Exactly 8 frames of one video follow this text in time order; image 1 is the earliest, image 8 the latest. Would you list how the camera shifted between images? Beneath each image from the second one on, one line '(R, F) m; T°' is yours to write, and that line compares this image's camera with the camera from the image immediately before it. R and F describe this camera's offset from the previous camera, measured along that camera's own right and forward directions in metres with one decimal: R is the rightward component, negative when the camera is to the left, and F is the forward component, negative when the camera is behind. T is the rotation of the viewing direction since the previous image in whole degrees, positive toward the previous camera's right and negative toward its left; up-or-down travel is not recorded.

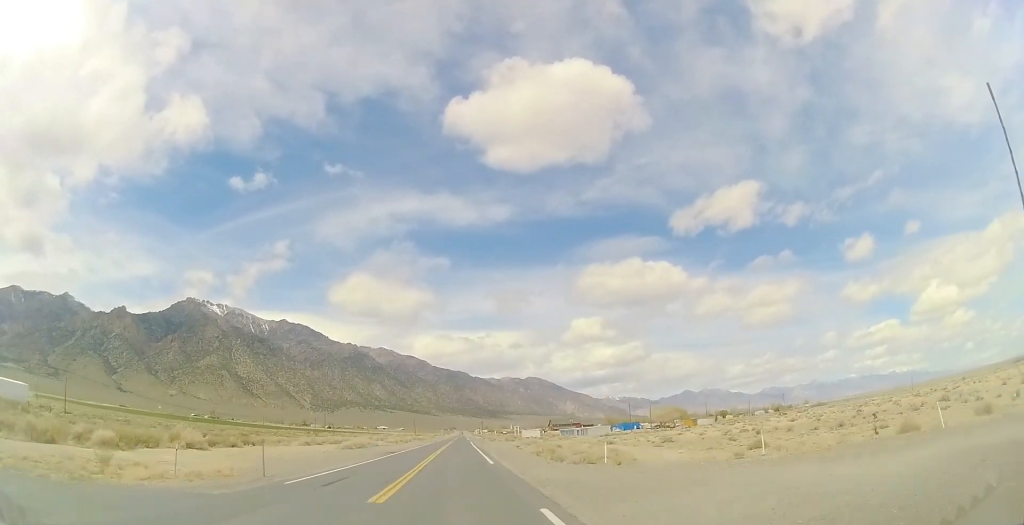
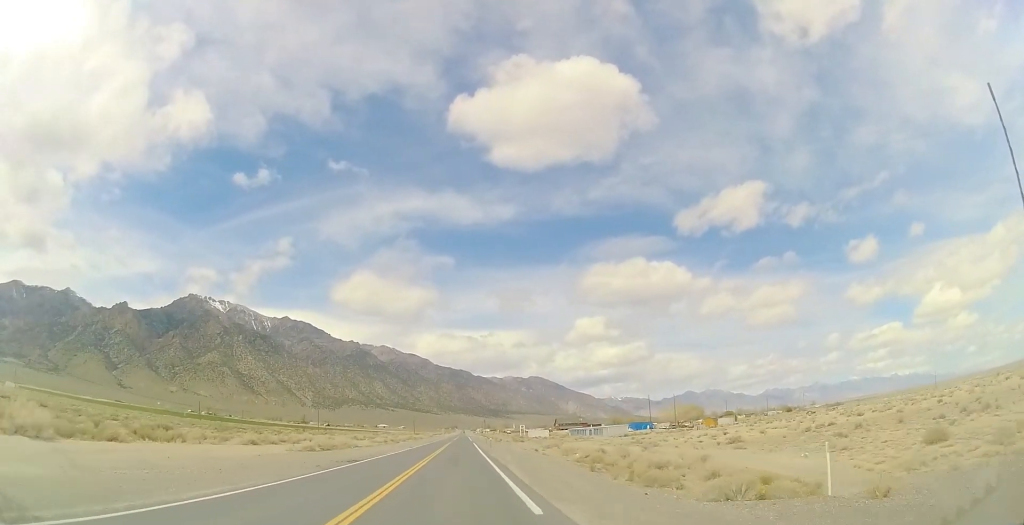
(-0.1, +17.5) m; +1°
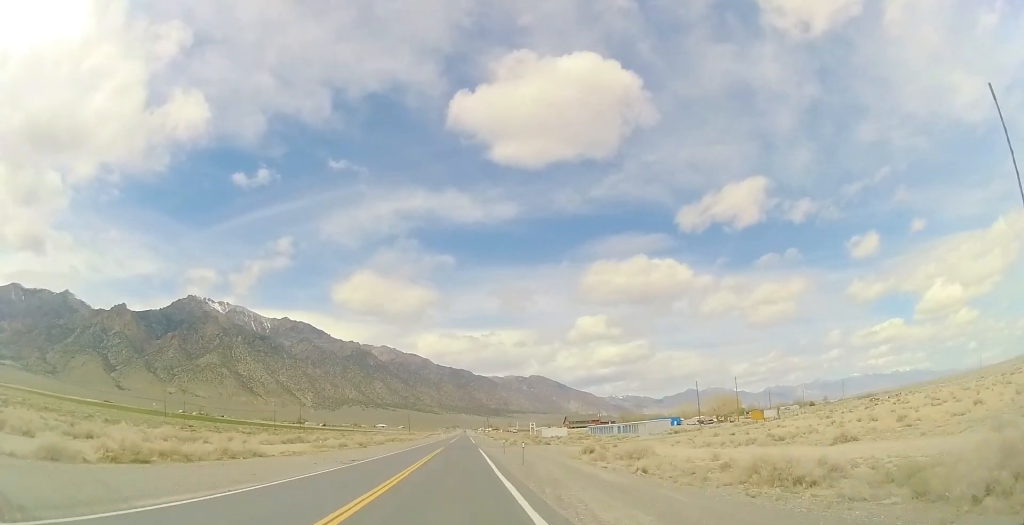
(+0.2, +33.6) m; 0°
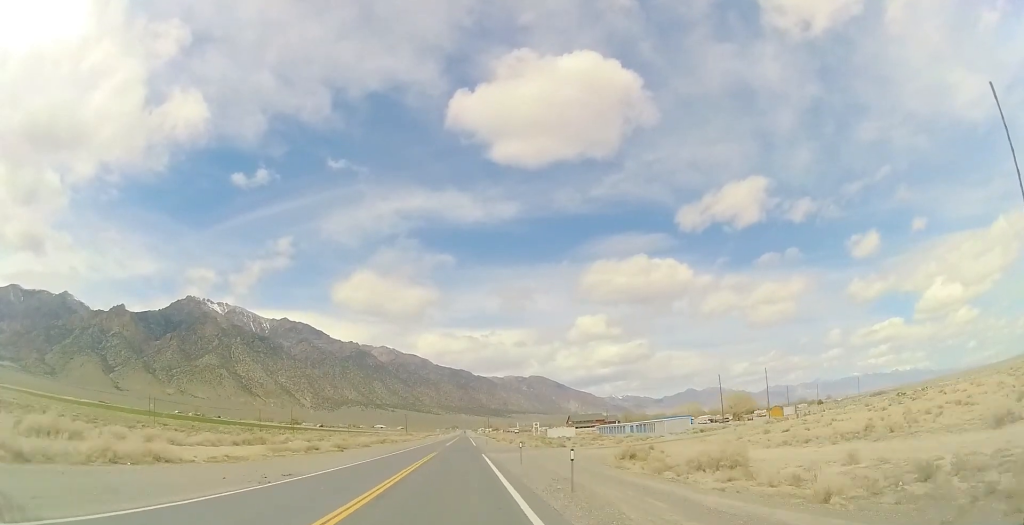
(-0.3, +12.3) m; +1°
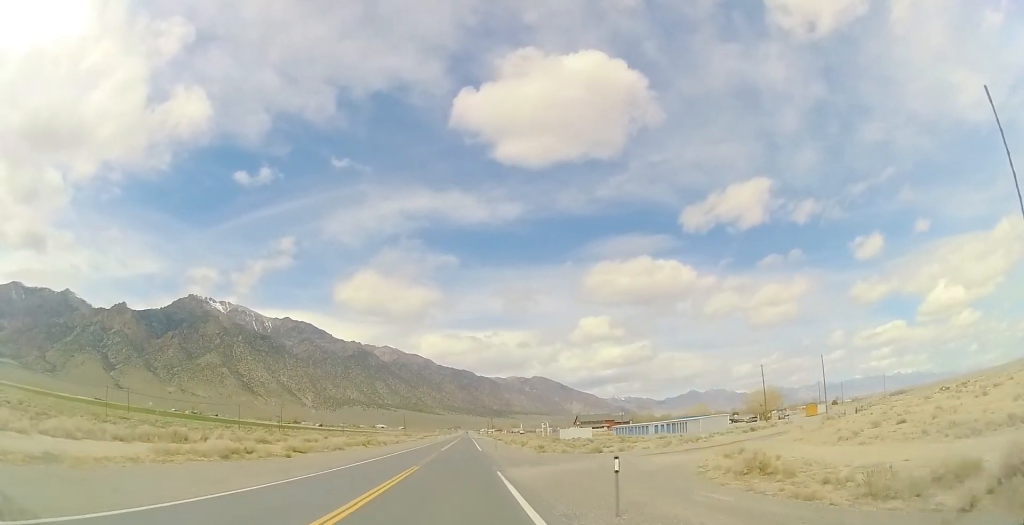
(+0.9, +17.2) m; 0°
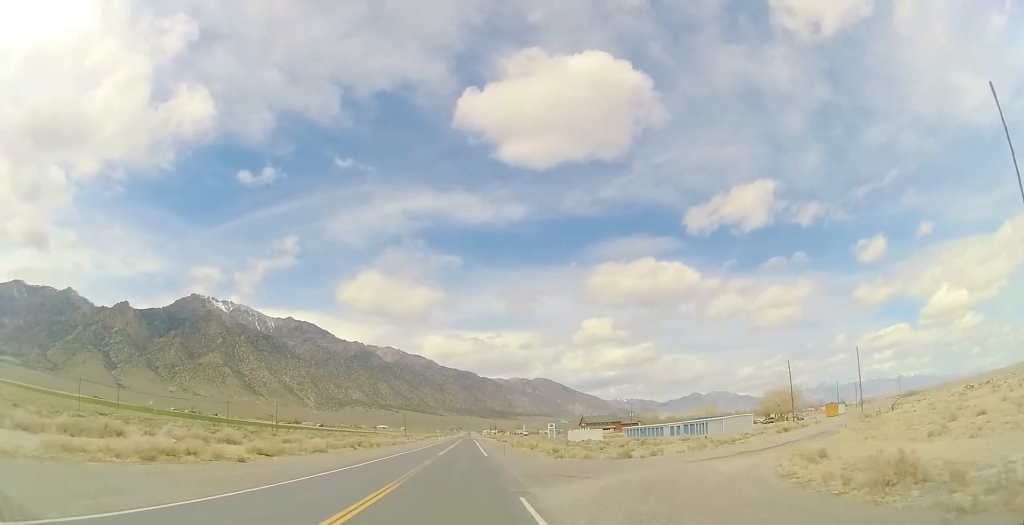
(-0.5, +8.4) m; -1°
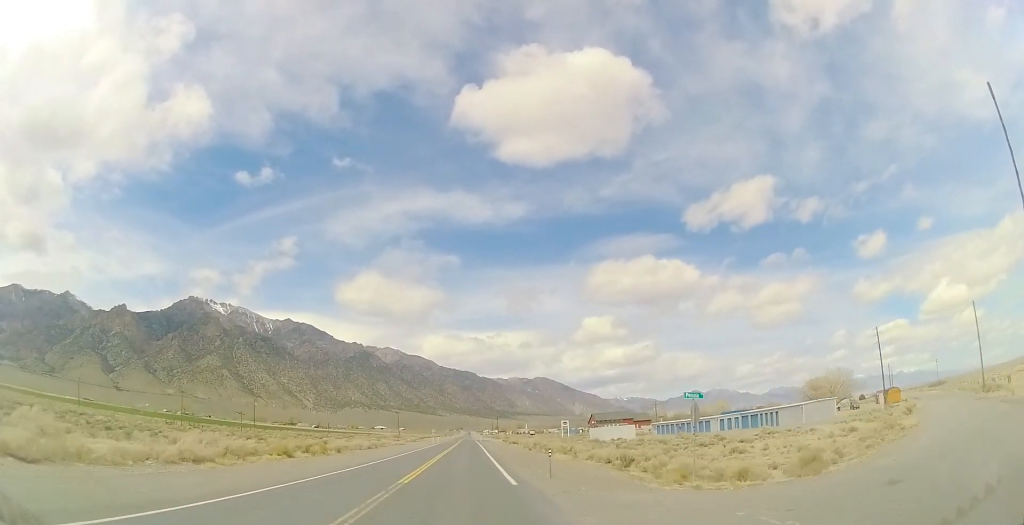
(-0.4, +23.8) m; -1°
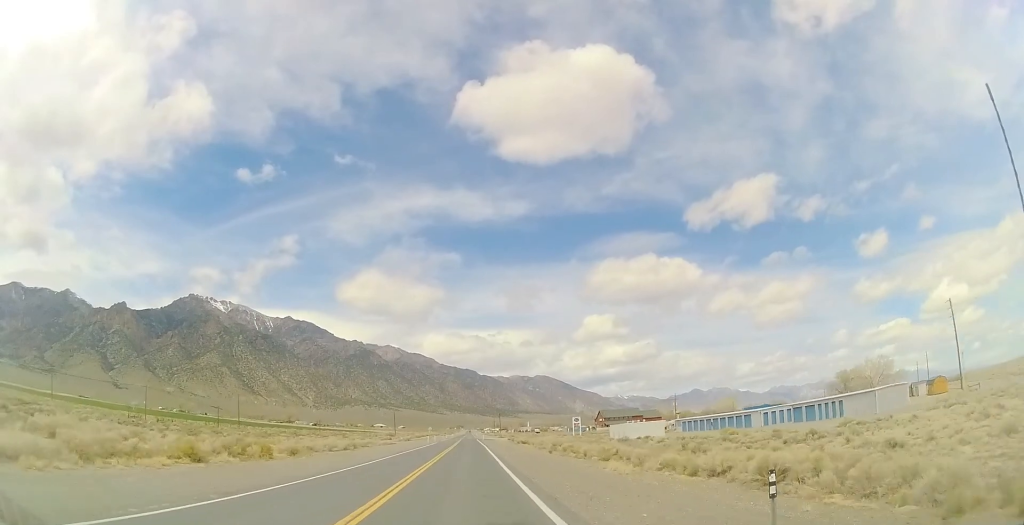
(-0.2, +14.7) m; 0°
